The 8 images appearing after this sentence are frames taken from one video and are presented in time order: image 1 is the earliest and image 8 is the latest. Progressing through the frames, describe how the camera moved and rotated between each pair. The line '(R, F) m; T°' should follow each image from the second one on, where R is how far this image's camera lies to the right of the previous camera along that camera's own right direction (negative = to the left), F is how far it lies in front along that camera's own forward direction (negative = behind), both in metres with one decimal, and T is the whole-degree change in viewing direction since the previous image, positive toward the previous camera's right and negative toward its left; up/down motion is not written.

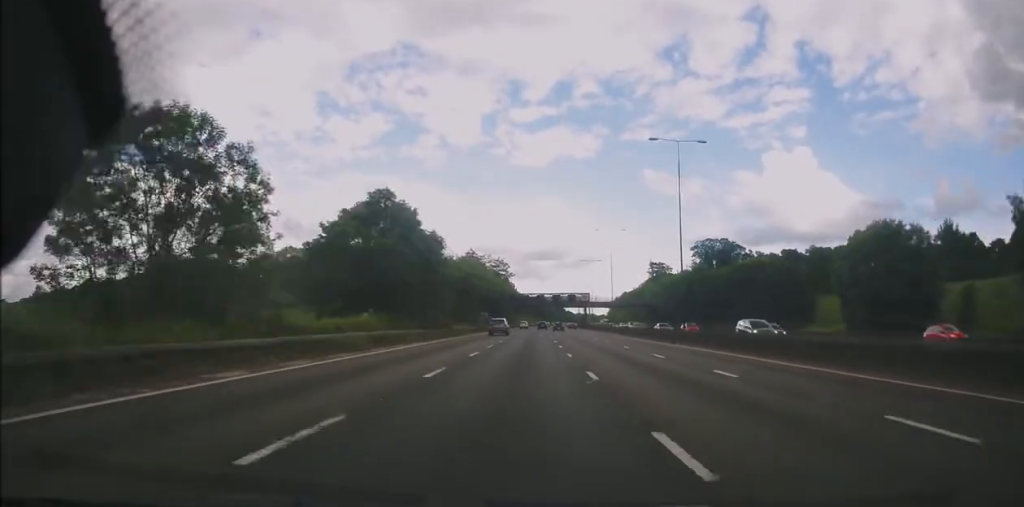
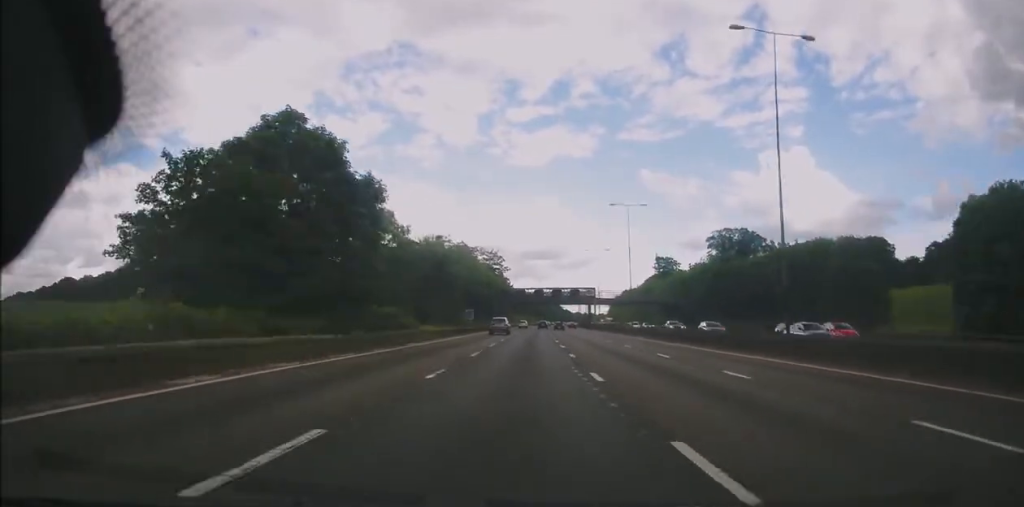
(0.0, +18.8) m; +1°
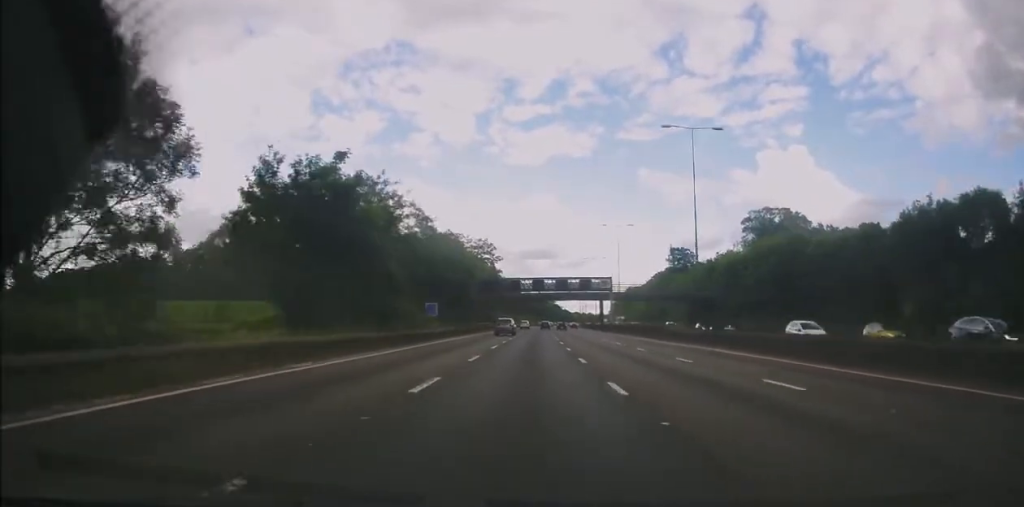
(+0.4, +29.5) m; +1°
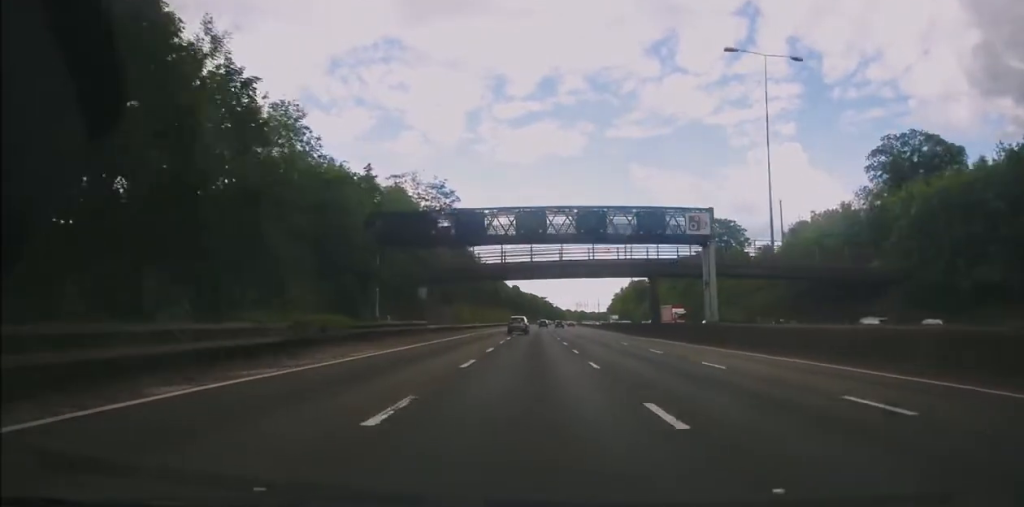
(+0.2, +56.6) m; 0°
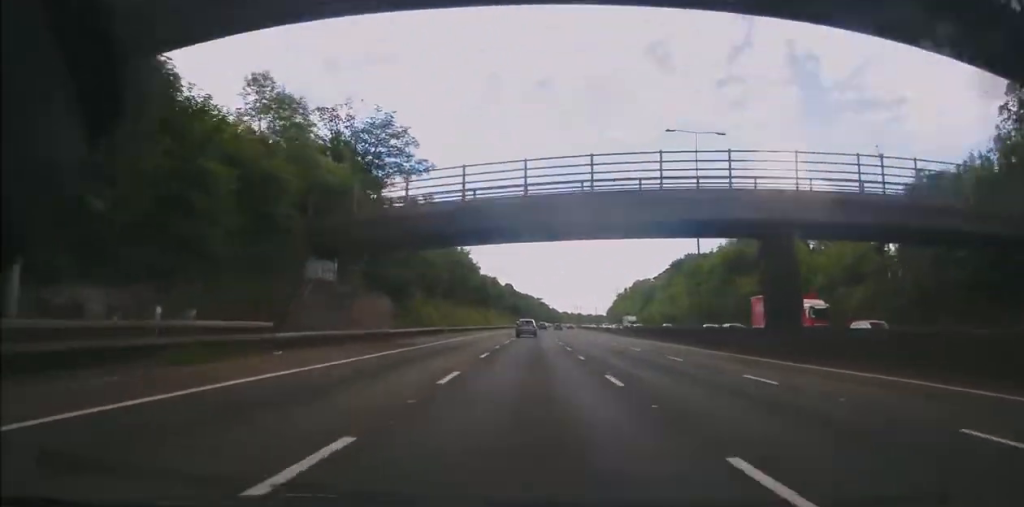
(+0.1, +30.5) m; +1°
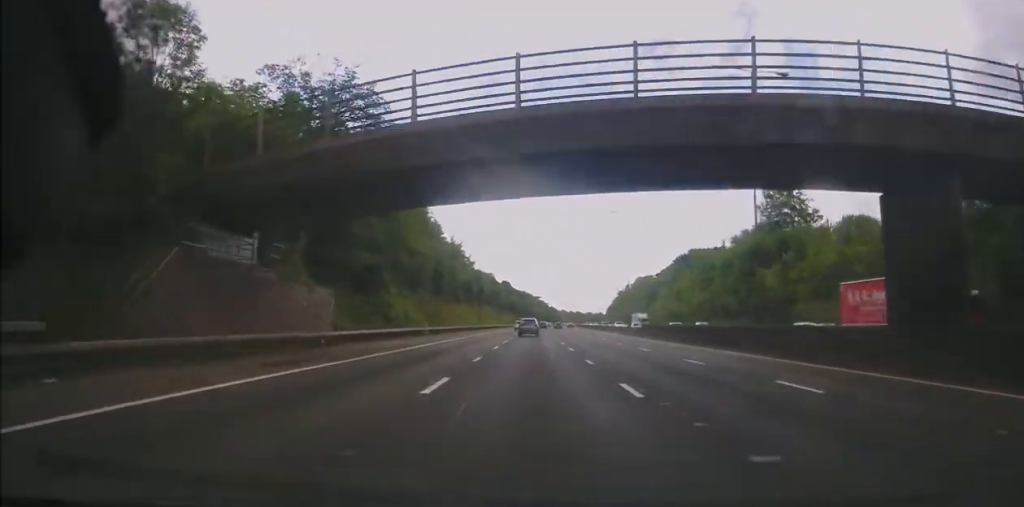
(+0.4, +11.3) m; +1°
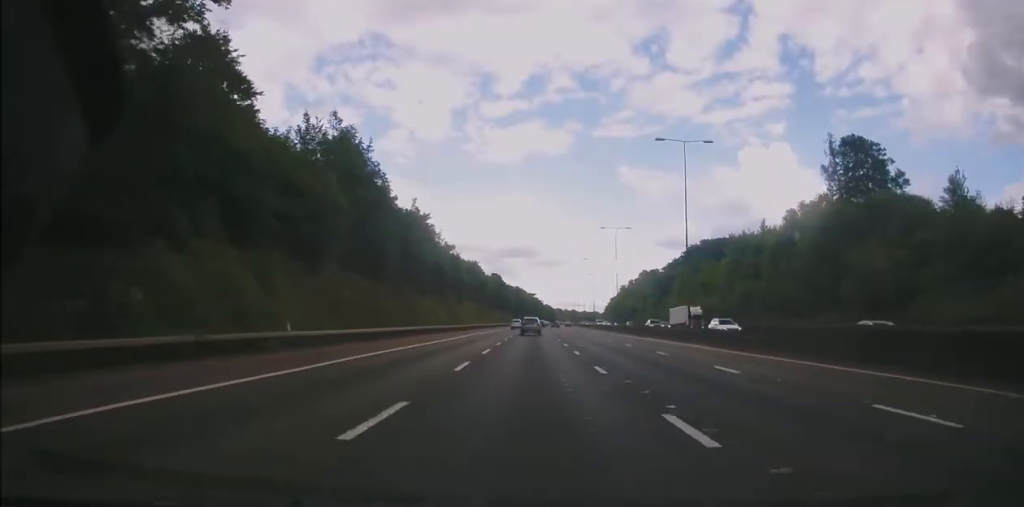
(-0.4, +30.4) m; -1°
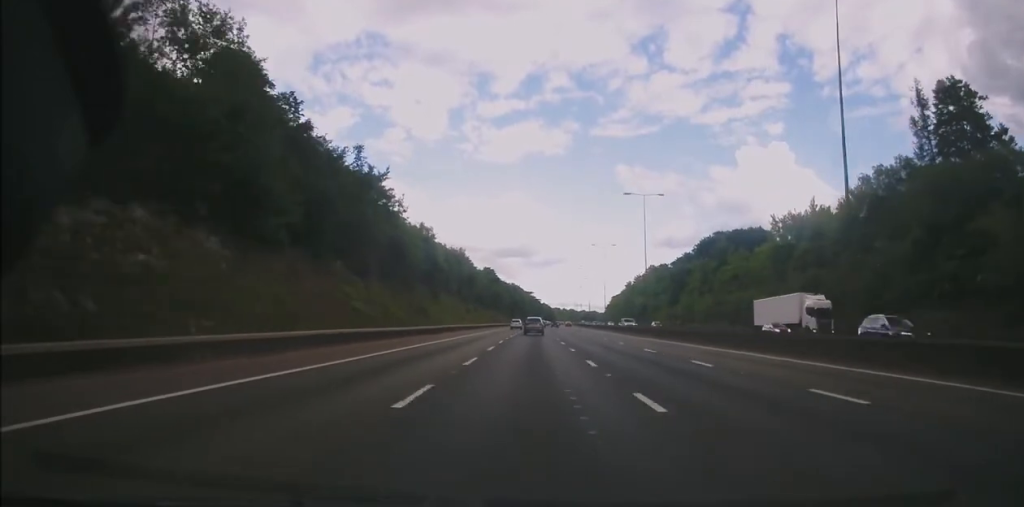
(0.0, +24.2) m; 0°
